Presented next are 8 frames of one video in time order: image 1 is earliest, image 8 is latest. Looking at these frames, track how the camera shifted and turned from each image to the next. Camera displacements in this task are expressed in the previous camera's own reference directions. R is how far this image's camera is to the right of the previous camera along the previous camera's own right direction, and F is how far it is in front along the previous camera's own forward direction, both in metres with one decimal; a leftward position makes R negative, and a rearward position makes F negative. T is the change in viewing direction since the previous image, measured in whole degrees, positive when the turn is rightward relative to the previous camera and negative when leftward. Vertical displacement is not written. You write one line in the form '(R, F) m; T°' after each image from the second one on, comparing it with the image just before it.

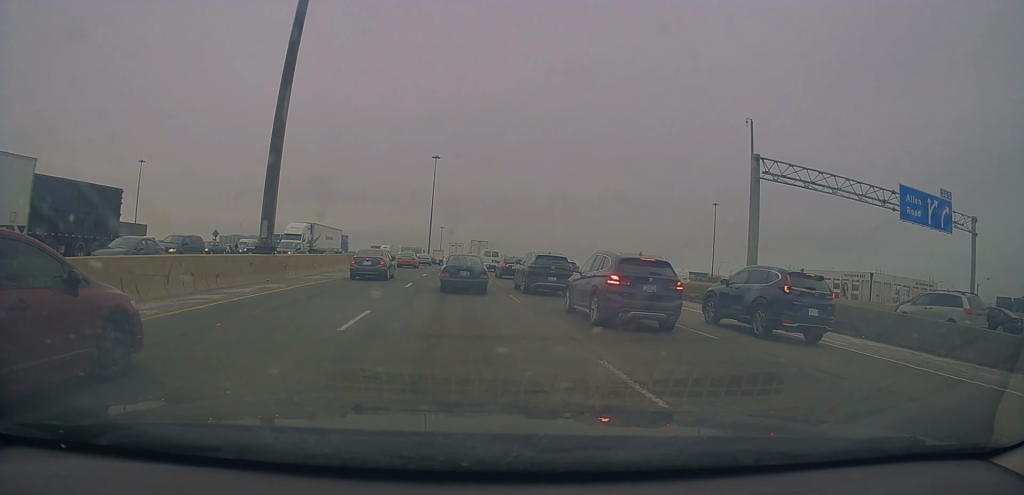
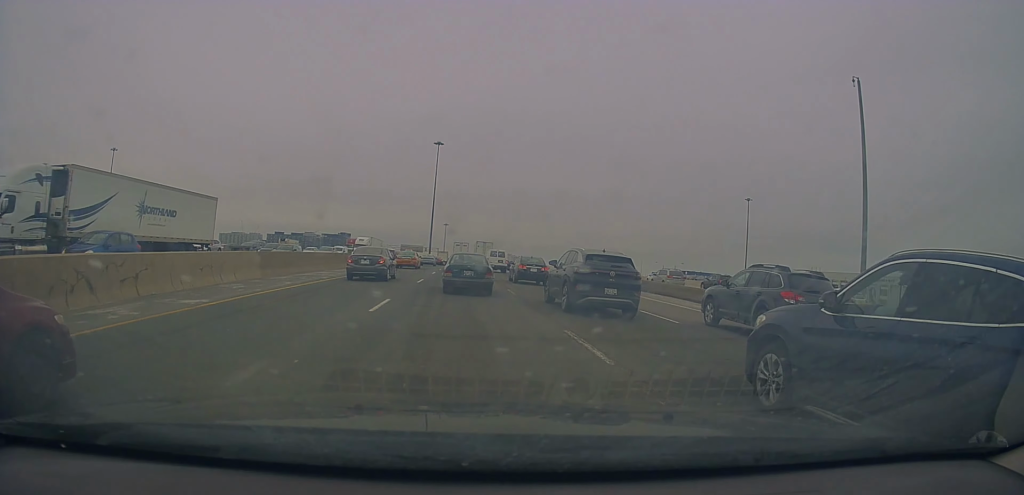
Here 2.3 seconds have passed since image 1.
(-0.3, +20.6) m; -1°
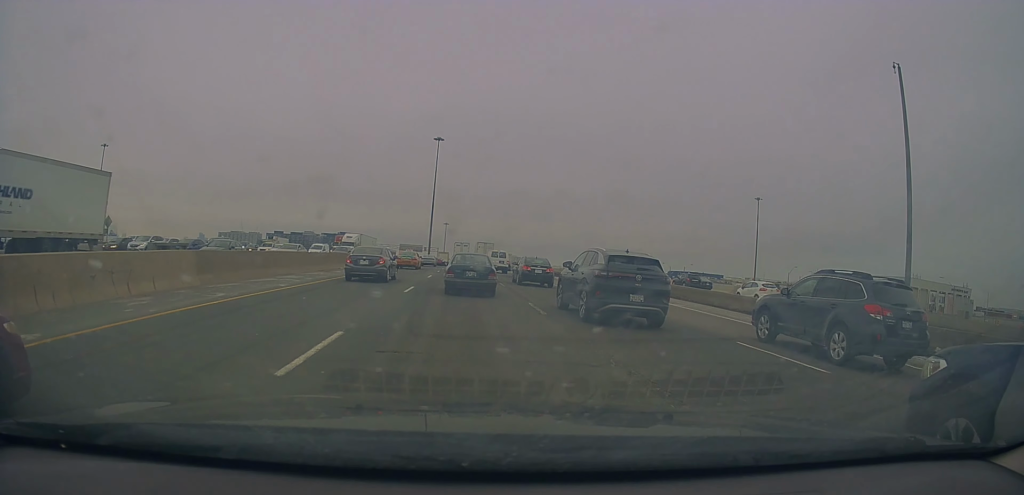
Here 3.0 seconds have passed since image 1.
(+0.3, +6.2) m; -1°
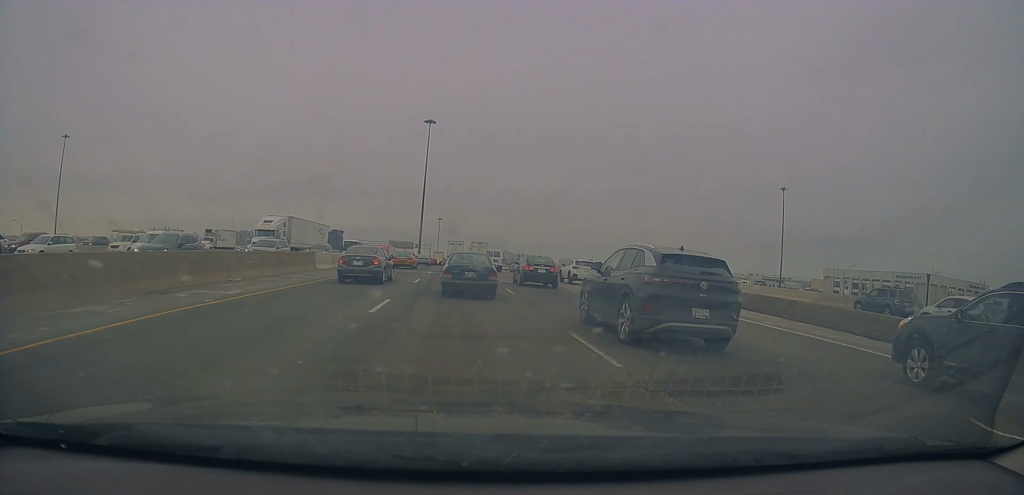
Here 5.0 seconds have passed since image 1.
(+0.1, +19.3) m; +3°
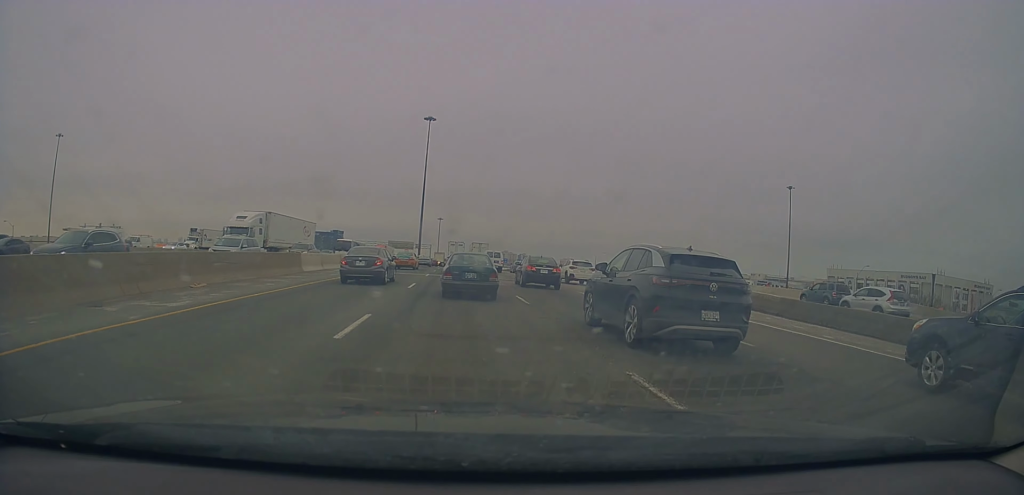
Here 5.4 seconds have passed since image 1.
(0.0, +3.8) m; 0°
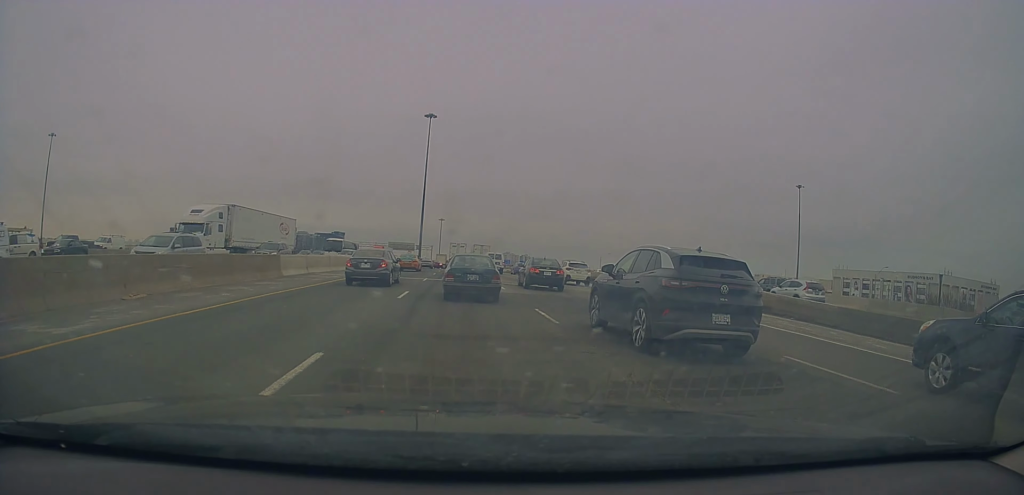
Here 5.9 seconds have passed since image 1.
(0.0, +4.5) m; 0°
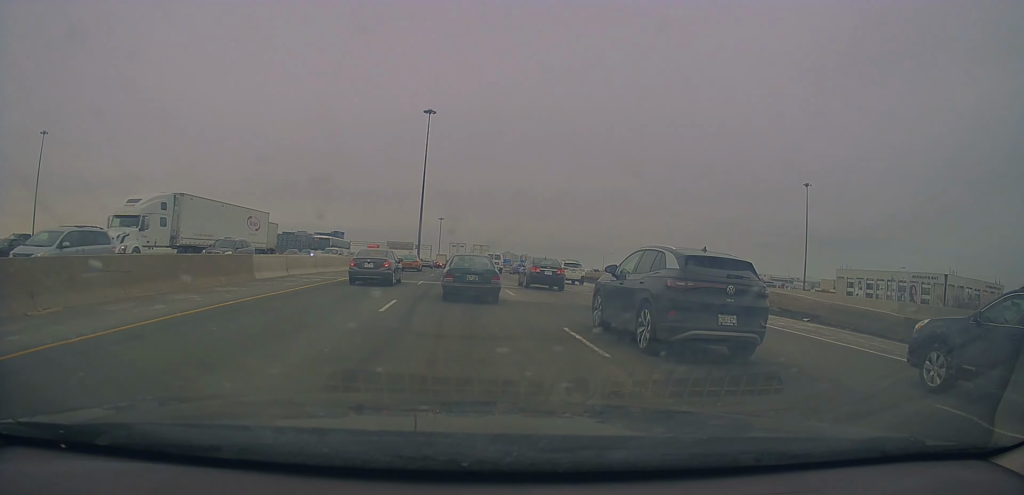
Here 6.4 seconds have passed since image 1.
(0.0, +4.3) m; -1°
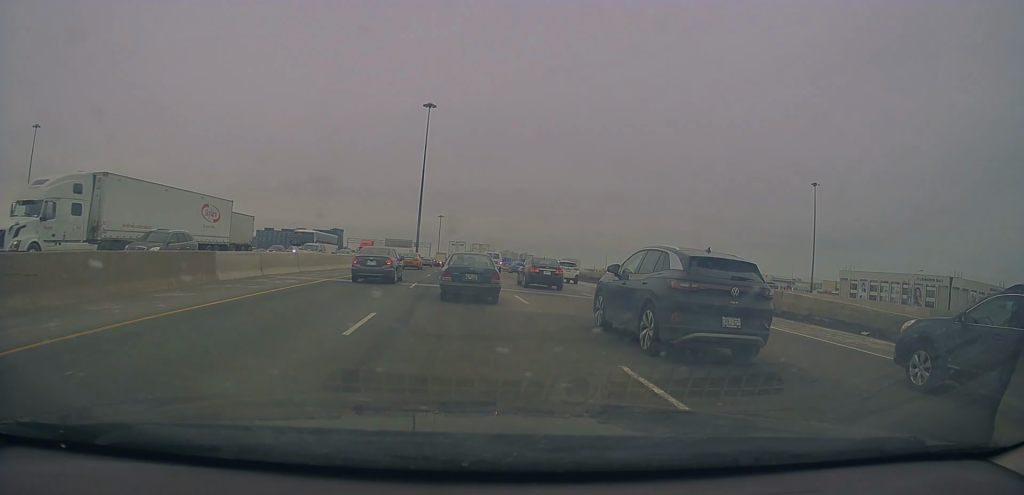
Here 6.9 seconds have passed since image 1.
(0.0, +4.2) m; -1°
